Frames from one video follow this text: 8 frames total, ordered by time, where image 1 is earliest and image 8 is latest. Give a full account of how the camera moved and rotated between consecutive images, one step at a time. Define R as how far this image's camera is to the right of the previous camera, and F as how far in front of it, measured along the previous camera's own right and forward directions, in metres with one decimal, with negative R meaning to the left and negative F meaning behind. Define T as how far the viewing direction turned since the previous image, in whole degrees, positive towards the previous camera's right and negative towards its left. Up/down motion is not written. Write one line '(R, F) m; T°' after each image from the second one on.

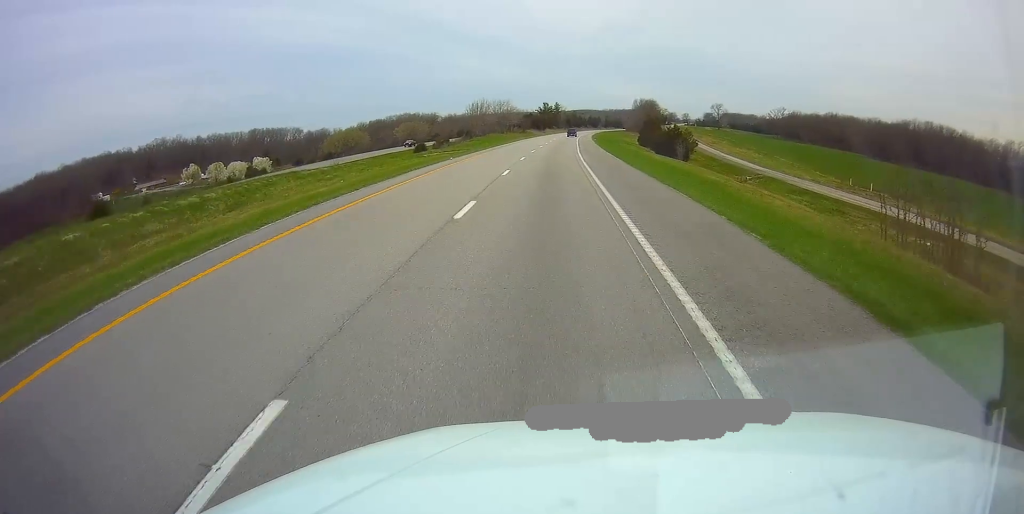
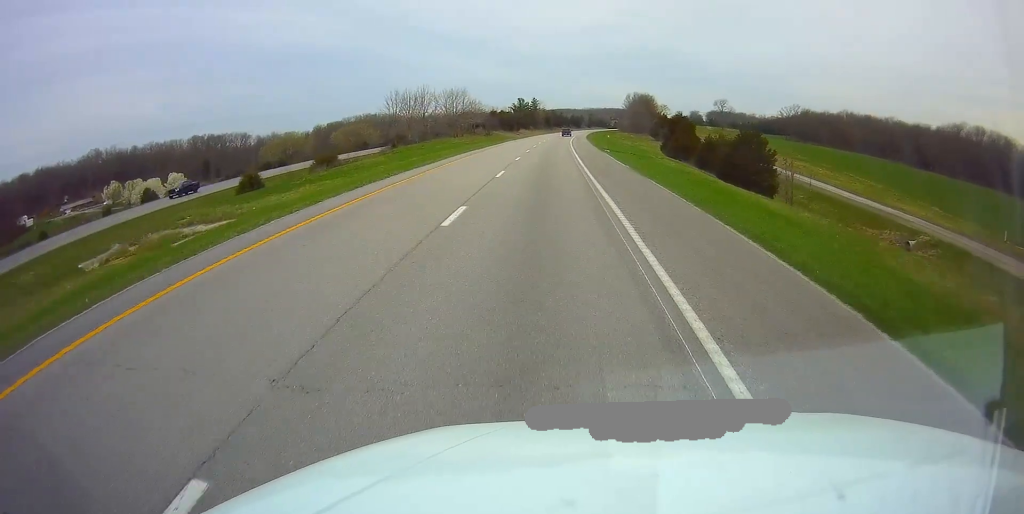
(+0.5, +50.0) m; +1°
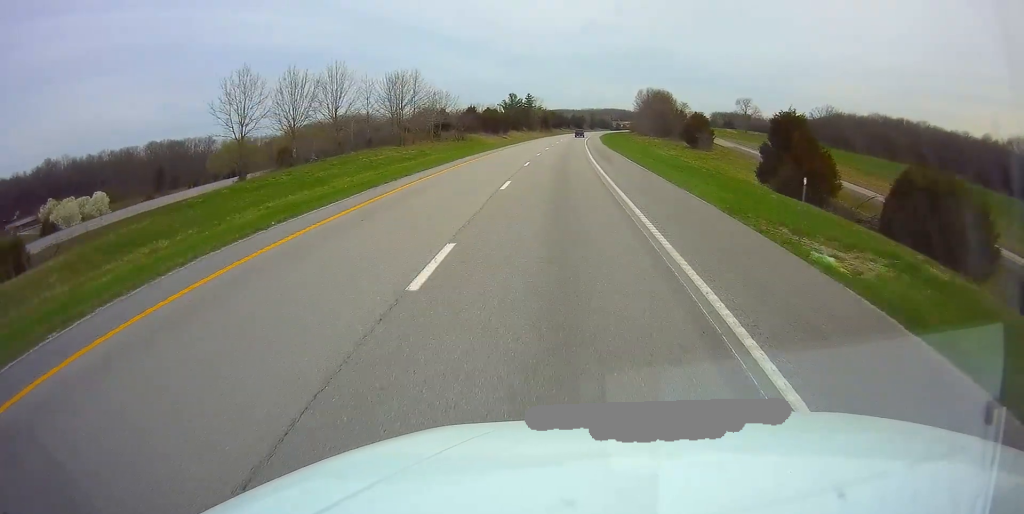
(+0.4, +41.5) m; +1°
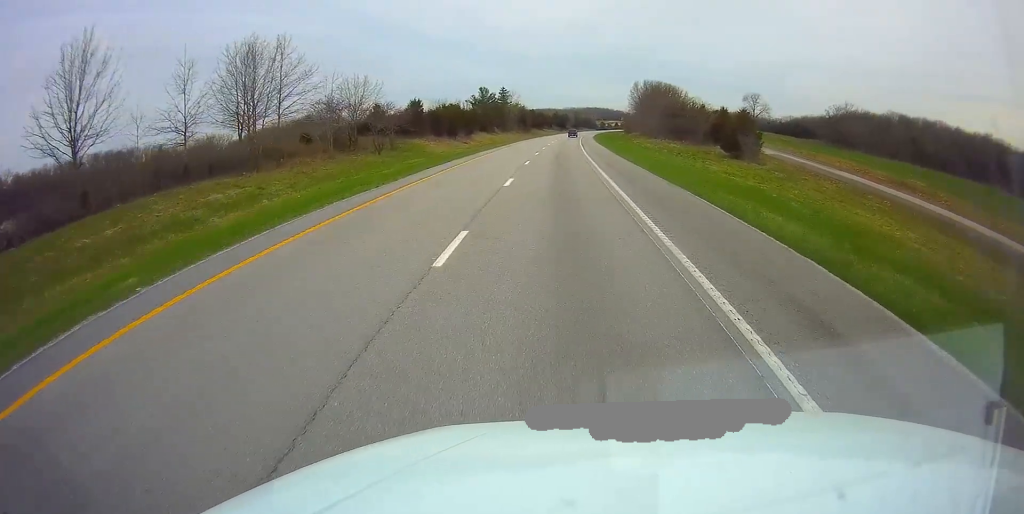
(+0.4, +35.2) m; +1°
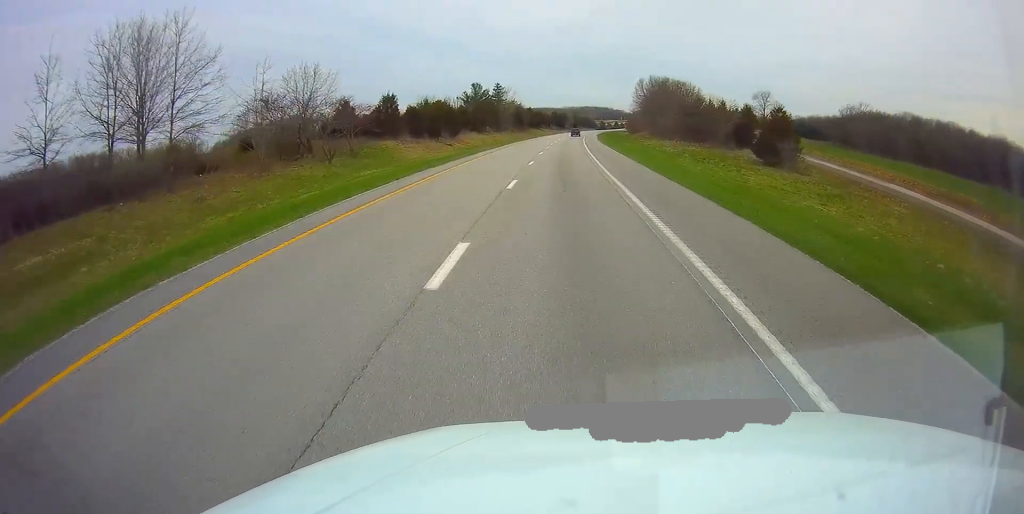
(0.0, +13.4) m; +1°
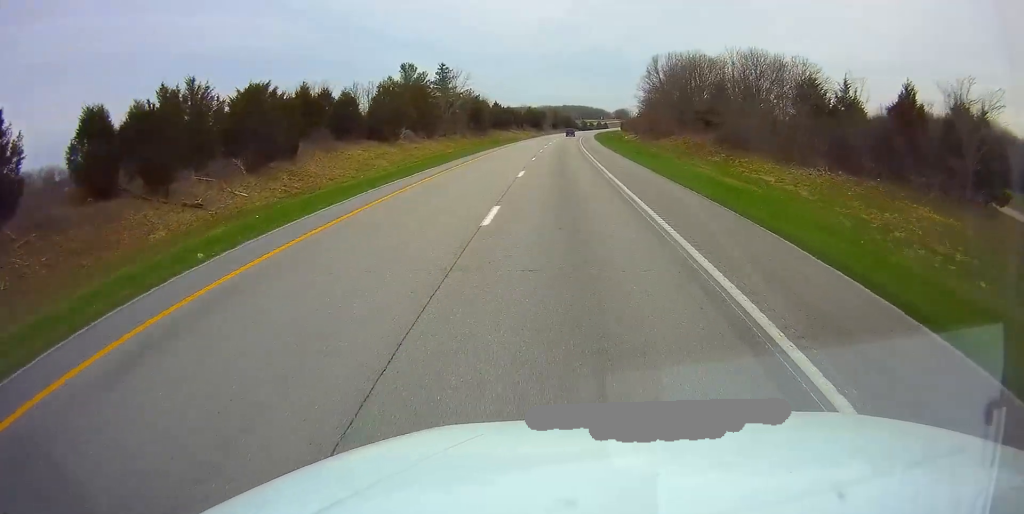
(+1.1, +56.0) m; +2°
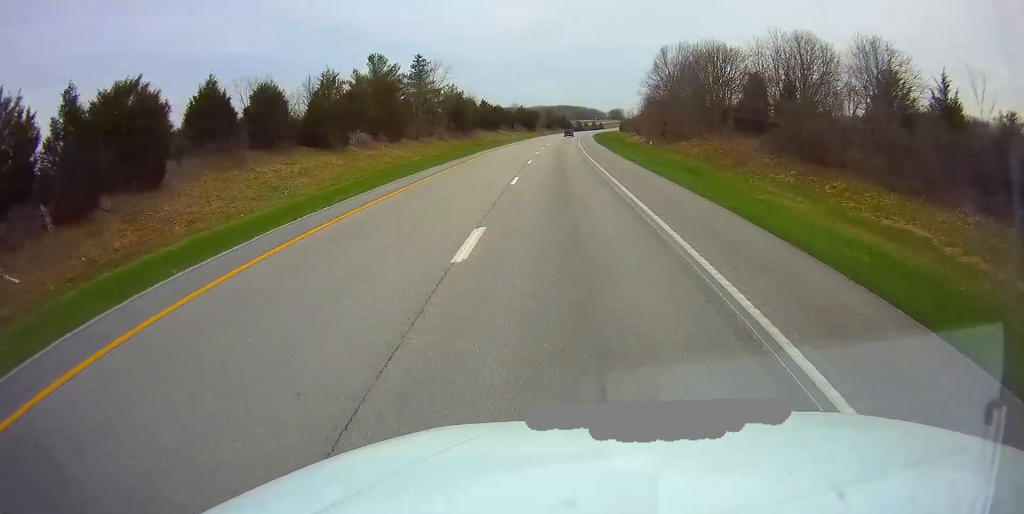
(+0.1, +15.6) m; +1°
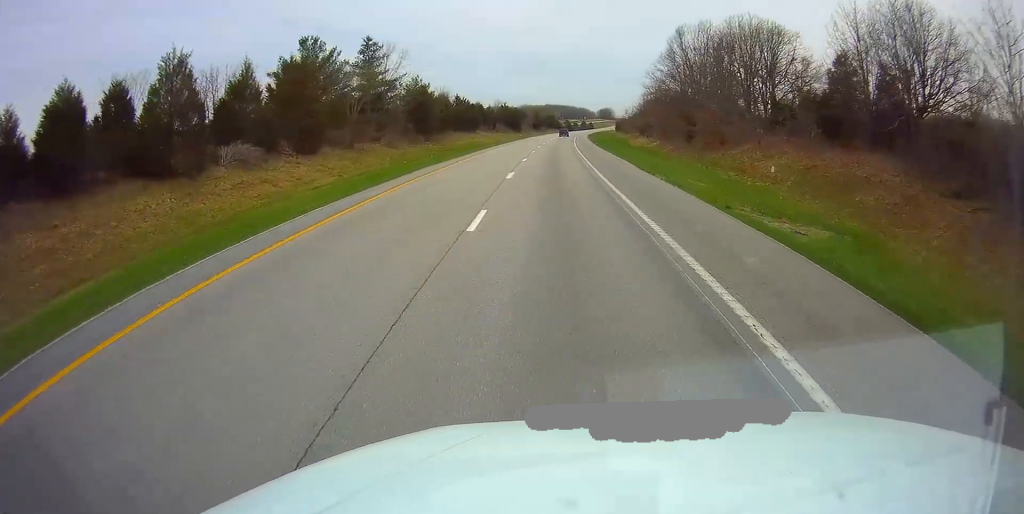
(+0.2, +21.8) m; +1°
